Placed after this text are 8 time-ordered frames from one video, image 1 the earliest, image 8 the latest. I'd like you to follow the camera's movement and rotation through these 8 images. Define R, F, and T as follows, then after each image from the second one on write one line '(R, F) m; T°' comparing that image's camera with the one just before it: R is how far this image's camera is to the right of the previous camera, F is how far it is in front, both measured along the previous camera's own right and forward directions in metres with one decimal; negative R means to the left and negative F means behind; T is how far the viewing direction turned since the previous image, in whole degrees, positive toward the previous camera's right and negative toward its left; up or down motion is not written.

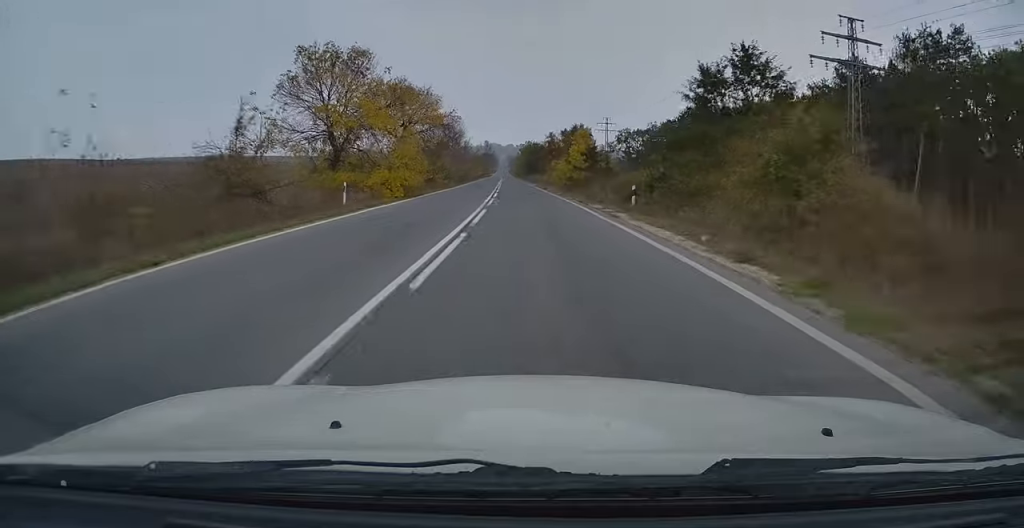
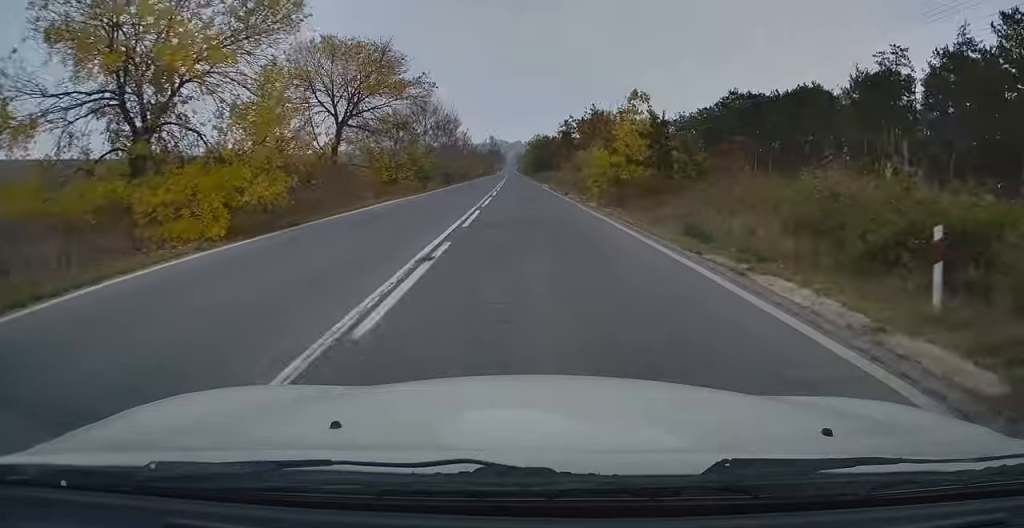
(-0.4, +19.9) m; -2°
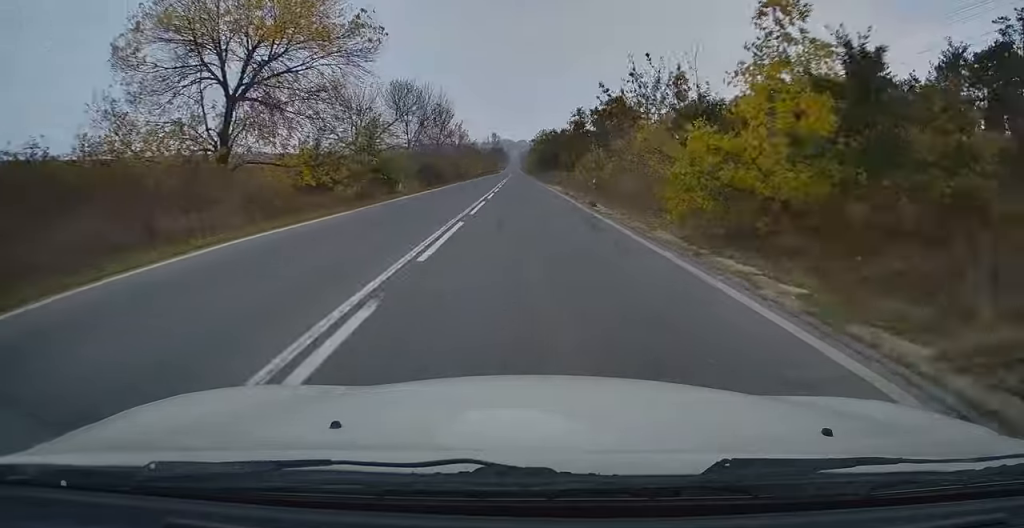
(-0.2, +14.3) m; -1°
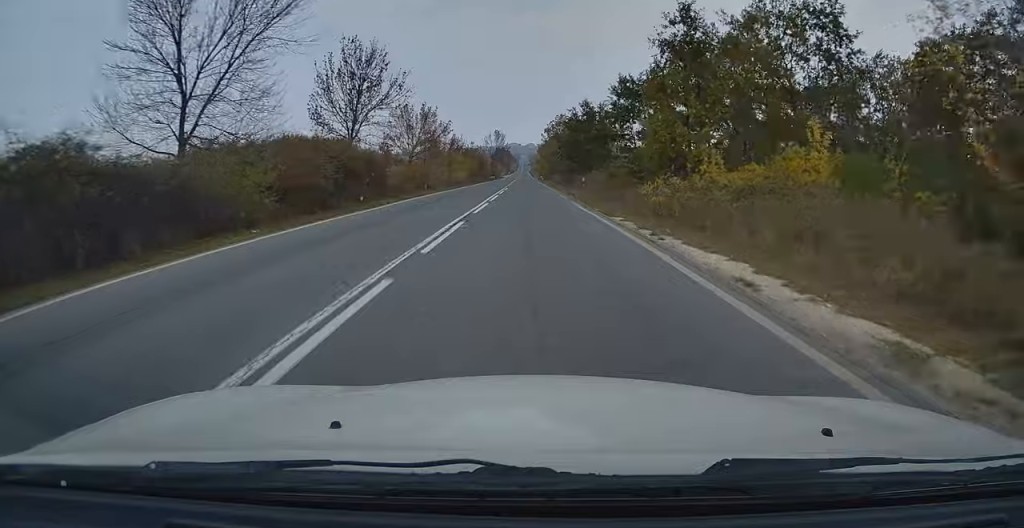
(-0.2, +43.6) m; 0°
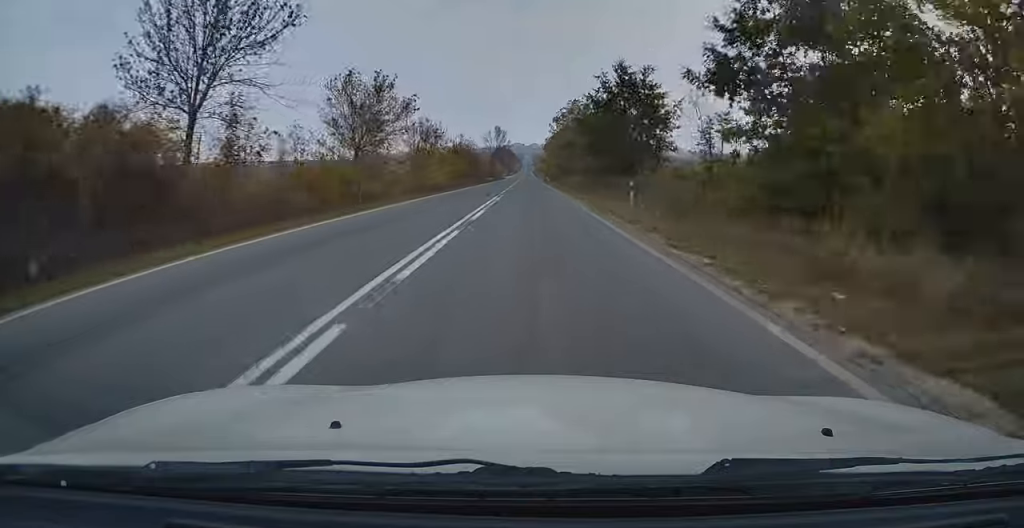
(-0.1, +19.9) m; 0°
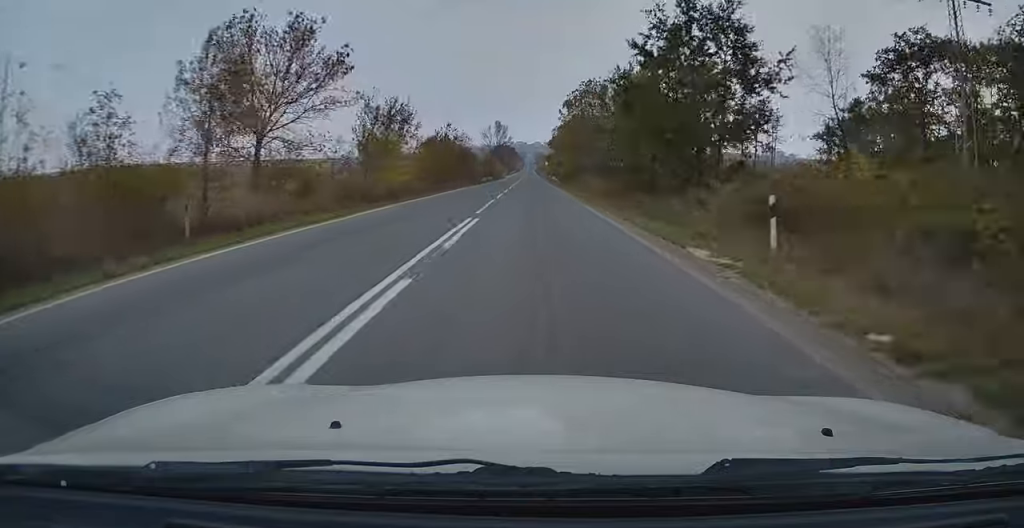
(-0.1, +15.1) m; 0°
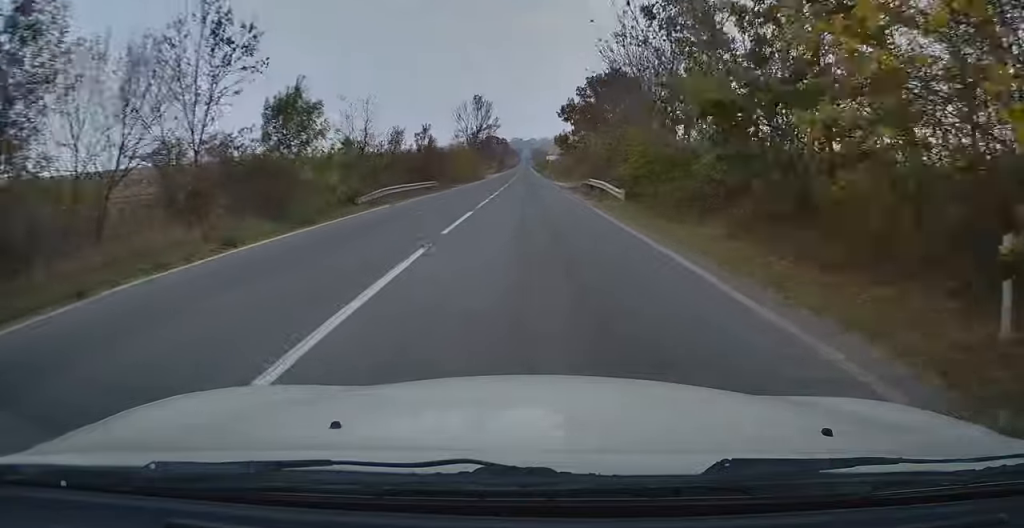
(+0.4, +60.4) m; 0°
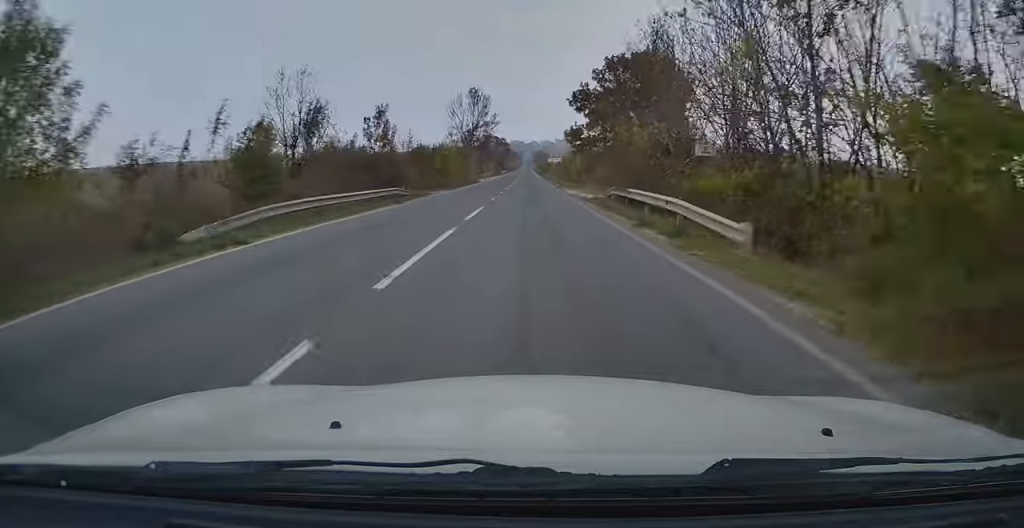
(0.0, +13.7) m; 0°
